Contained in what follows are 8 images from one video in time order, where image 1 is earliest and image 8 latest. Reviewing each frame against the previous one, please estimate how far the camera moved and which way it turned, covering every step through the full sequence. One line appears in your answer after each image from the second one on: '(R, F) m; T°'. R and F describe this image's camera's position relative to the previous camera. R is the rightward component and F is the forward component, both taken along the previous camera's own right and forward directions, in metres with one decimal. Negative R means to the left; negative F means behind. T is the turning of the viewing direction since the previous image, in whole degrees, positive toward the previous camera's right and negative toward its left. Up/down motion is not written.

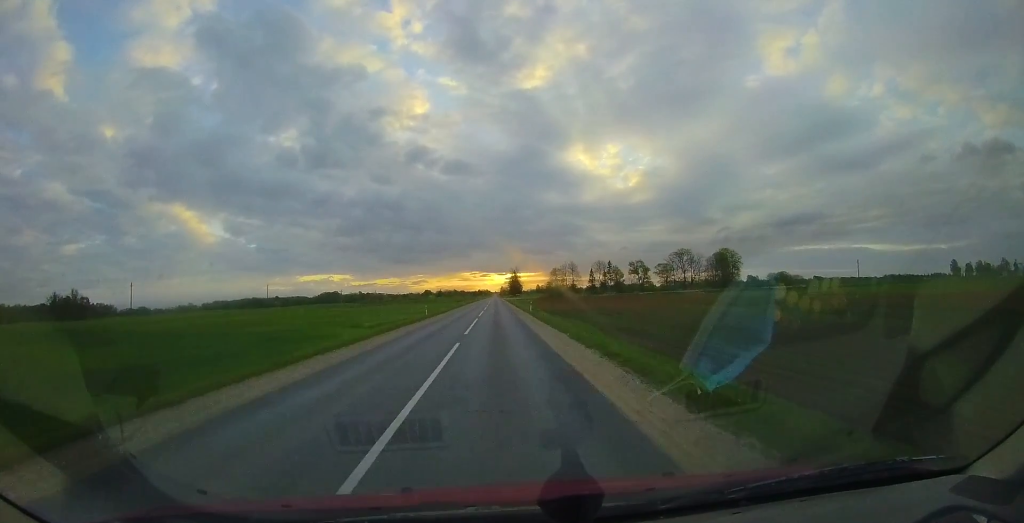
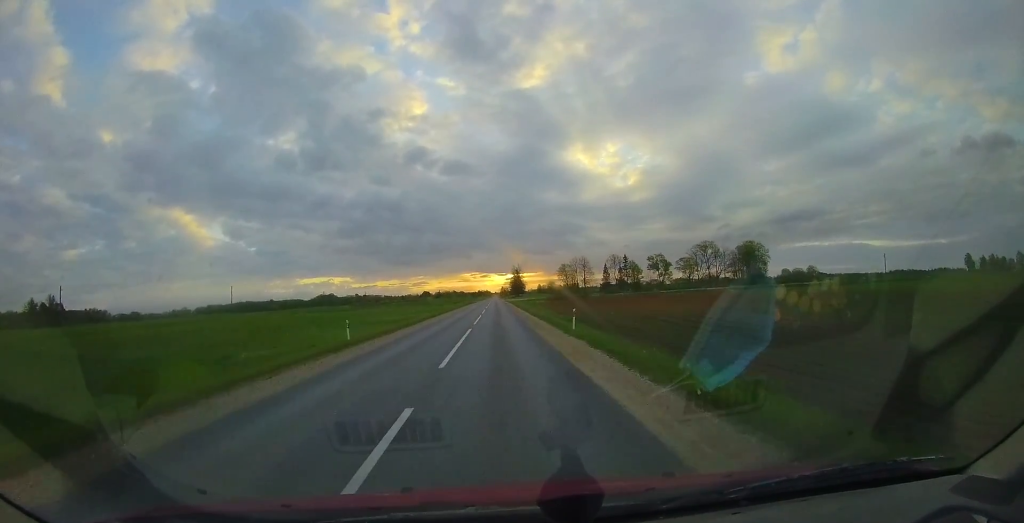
(0.0, +18.4) m; 0°
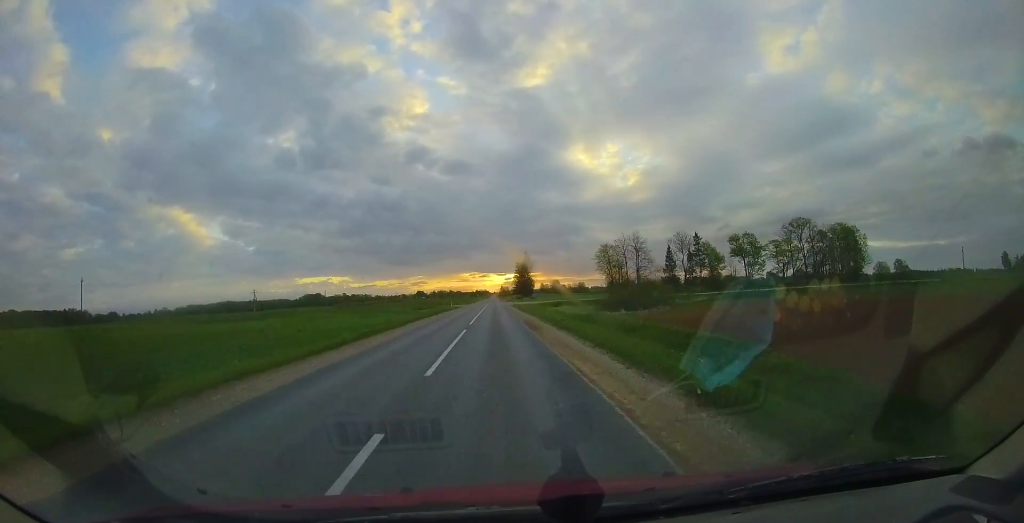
(+0.3, +48.6) m; -1°
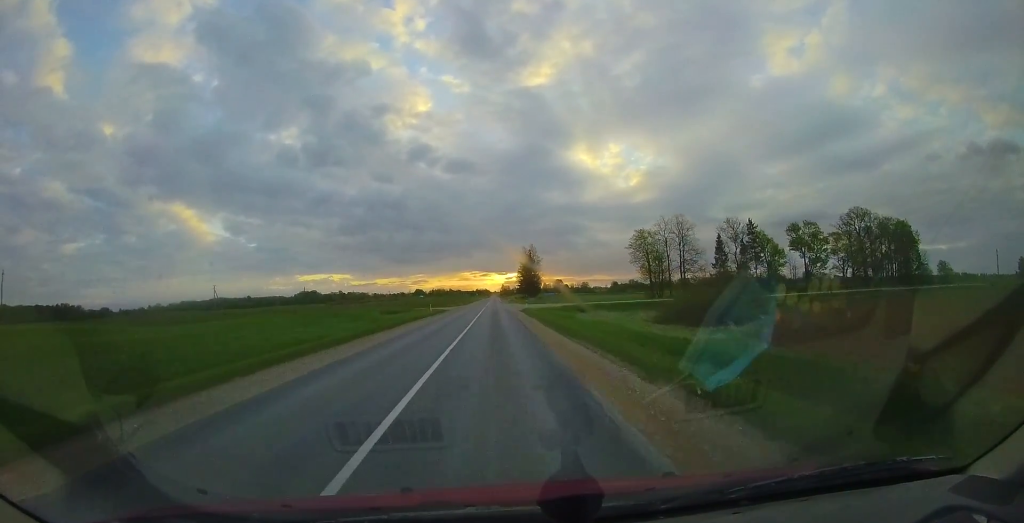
(-0.4, +18.9) m; -1°
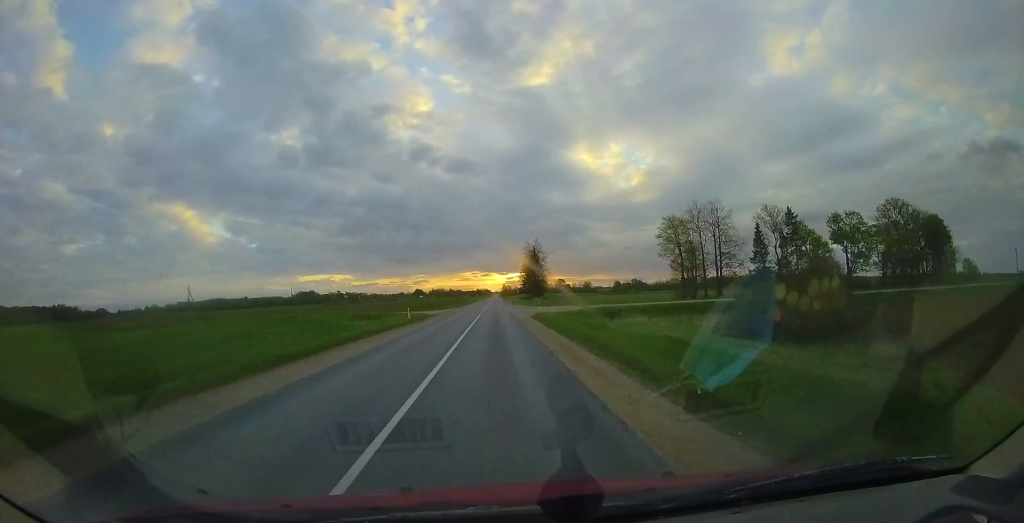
(0.0, +10.6) m; 0°
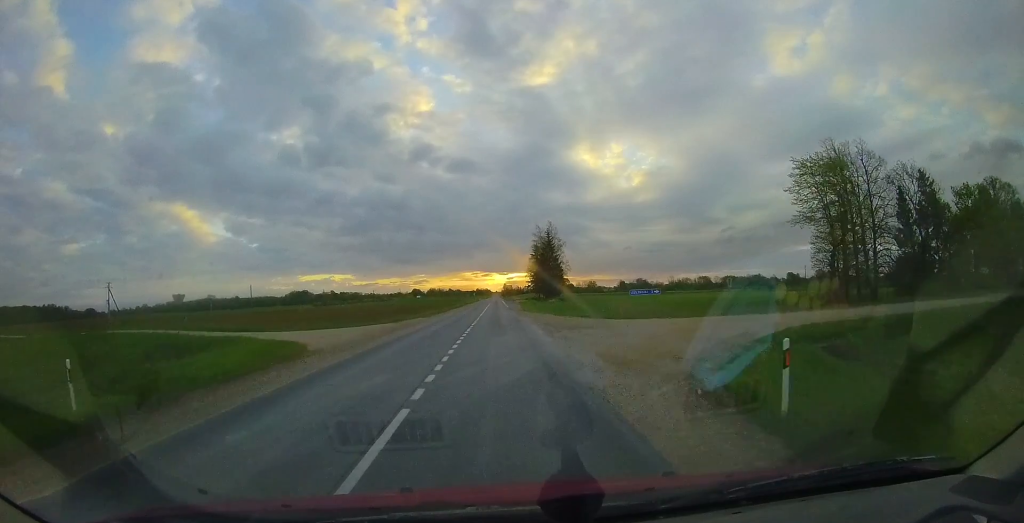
(+0.1, +24.0) m; 0°
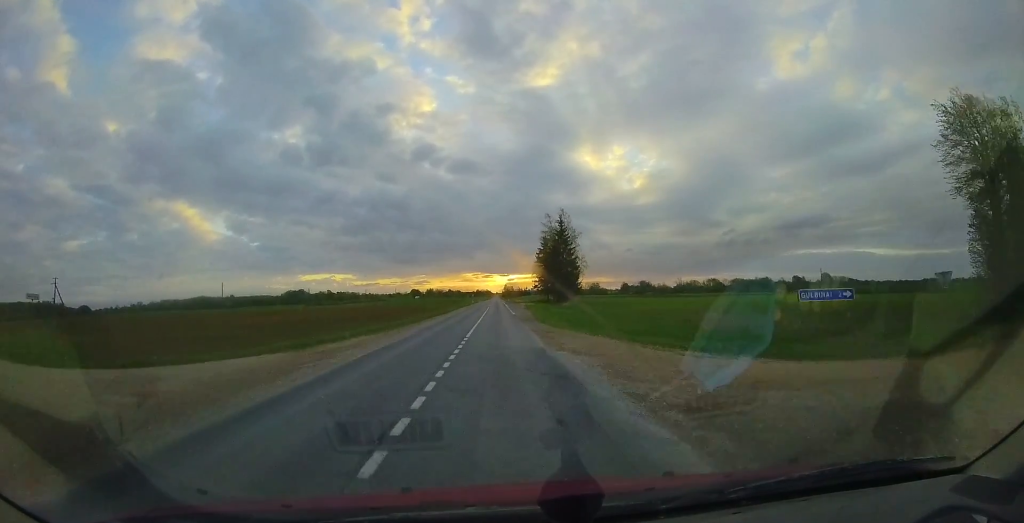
(+0.2, +13.4) m; 0°
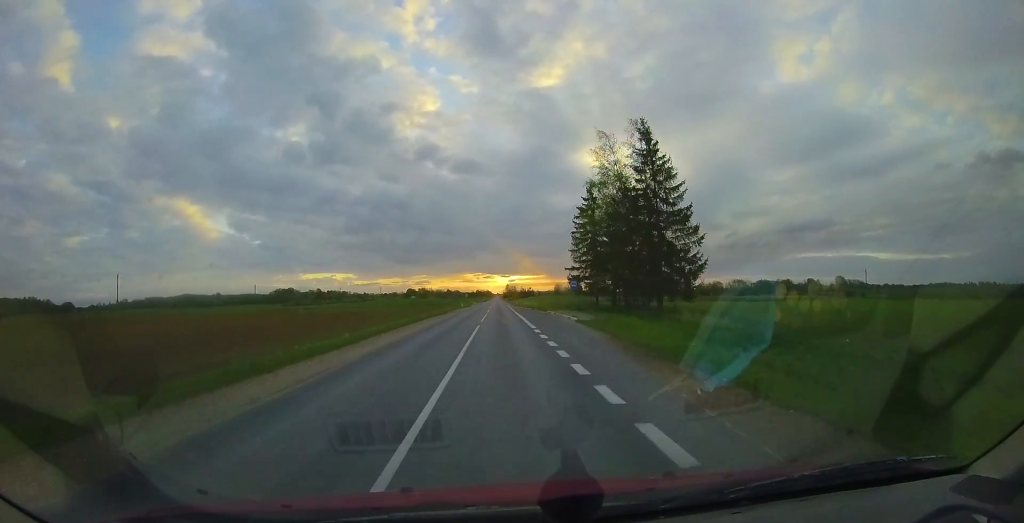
(+0.2, +35.3) m; +2°
